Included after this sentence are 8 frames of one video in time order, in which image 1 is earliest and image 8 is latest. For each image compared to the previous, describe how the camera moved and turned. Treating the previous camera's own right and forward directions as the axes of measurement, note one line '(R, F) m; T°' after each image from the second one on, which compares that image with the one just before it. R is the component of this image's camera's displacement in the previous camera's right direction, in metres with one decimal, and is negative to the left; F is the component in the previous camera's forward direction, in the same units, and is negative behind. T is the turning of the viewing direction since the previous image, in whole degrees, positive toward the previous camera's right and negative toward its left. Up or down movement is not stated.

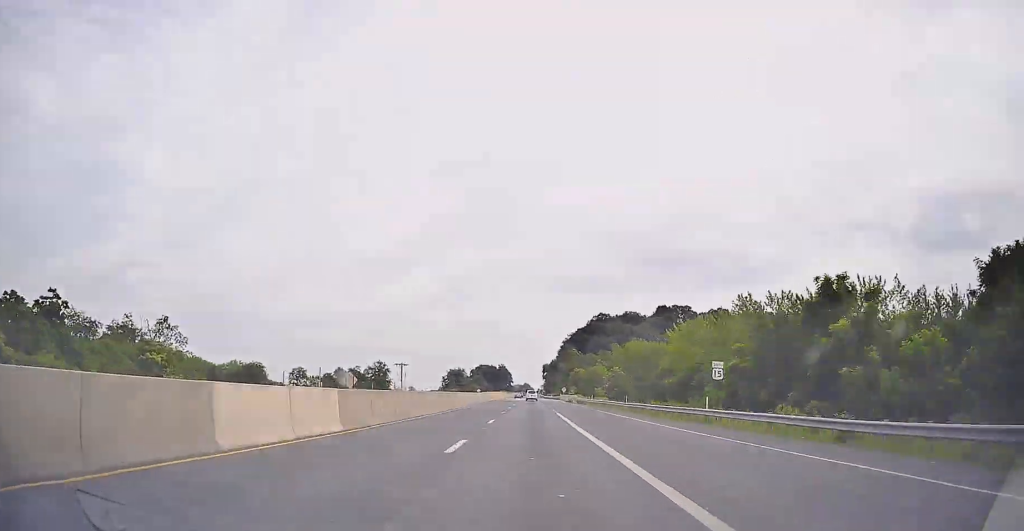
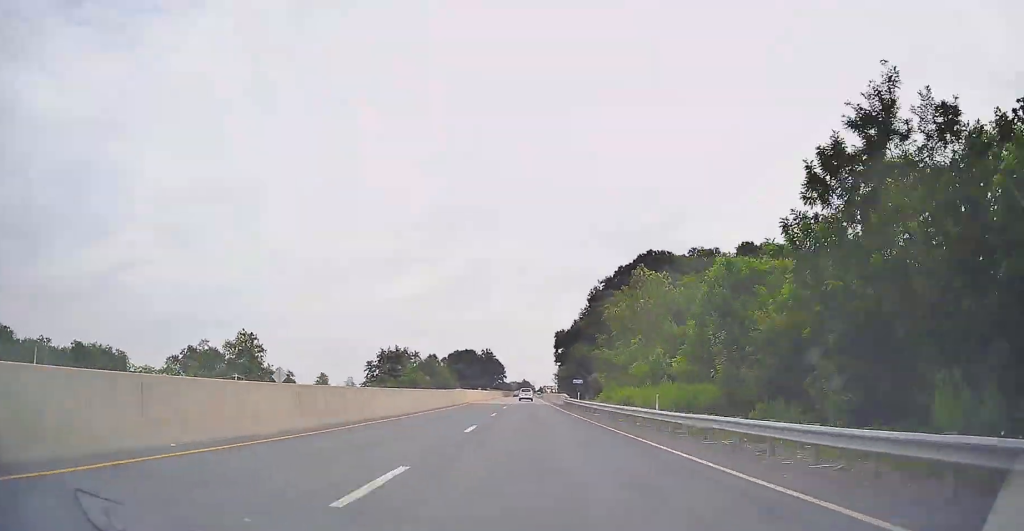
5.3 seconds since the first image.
(+1.1, +151.0) m; 0°
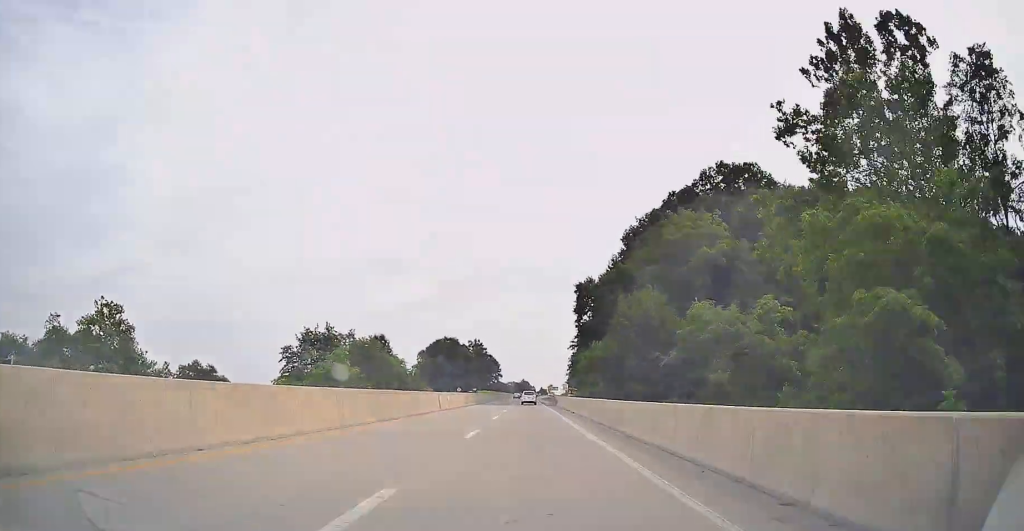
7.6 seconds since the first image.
(-0.3, +63.5) m; 0°
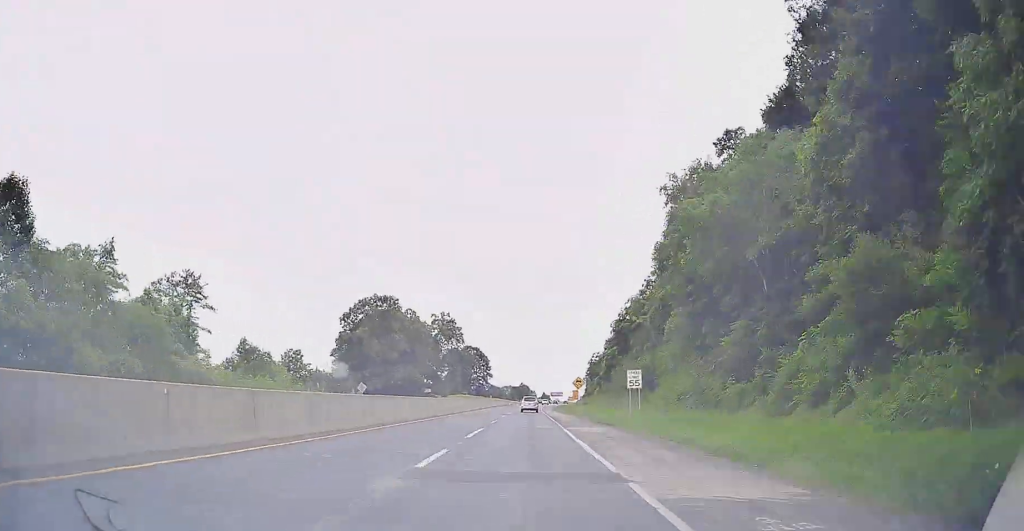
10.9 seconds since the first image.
(-0.2, +89.8) m; 0°
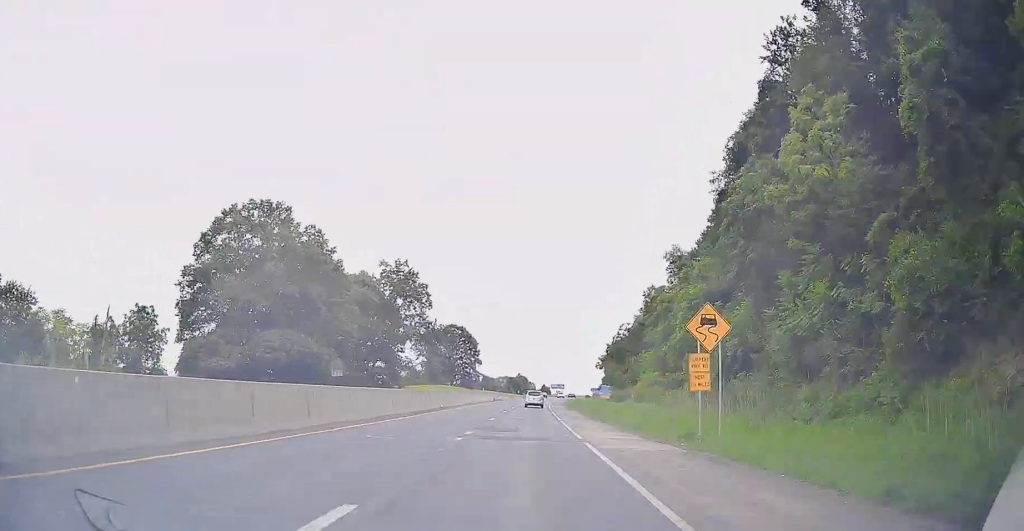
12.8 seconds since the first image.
(+0.3, +51.0) m; +1°
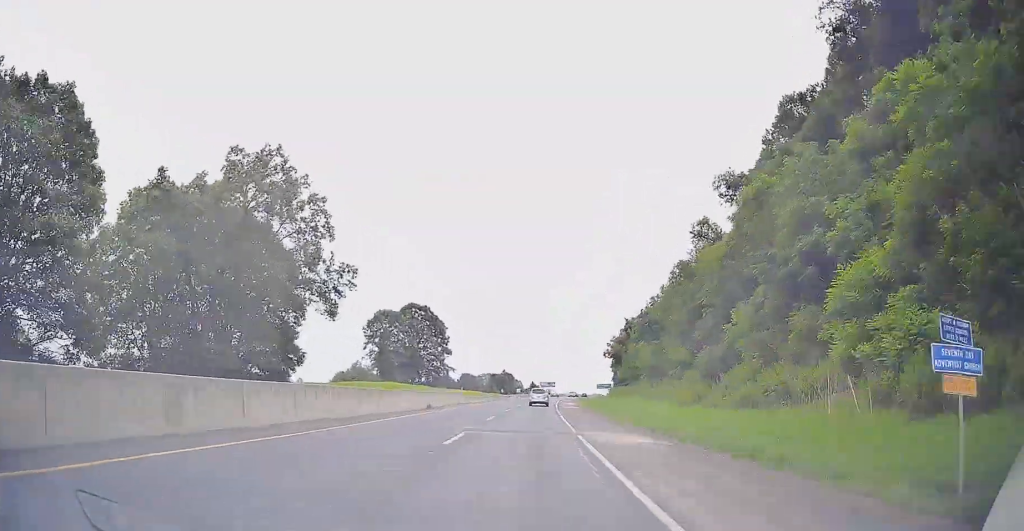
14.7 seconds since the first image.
(0.0, +50.6) m; +2°
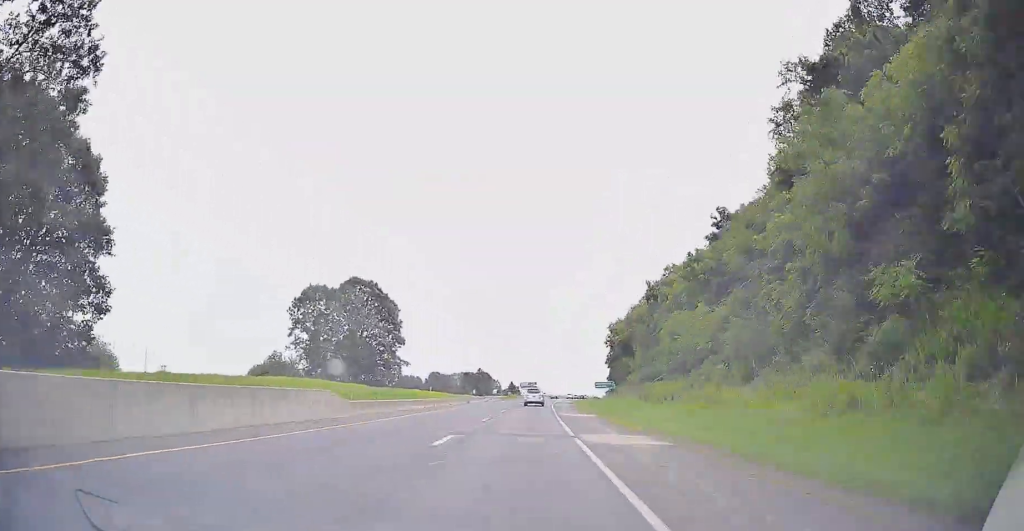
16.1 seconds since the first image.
(+1.0, +36.8) m; +2°
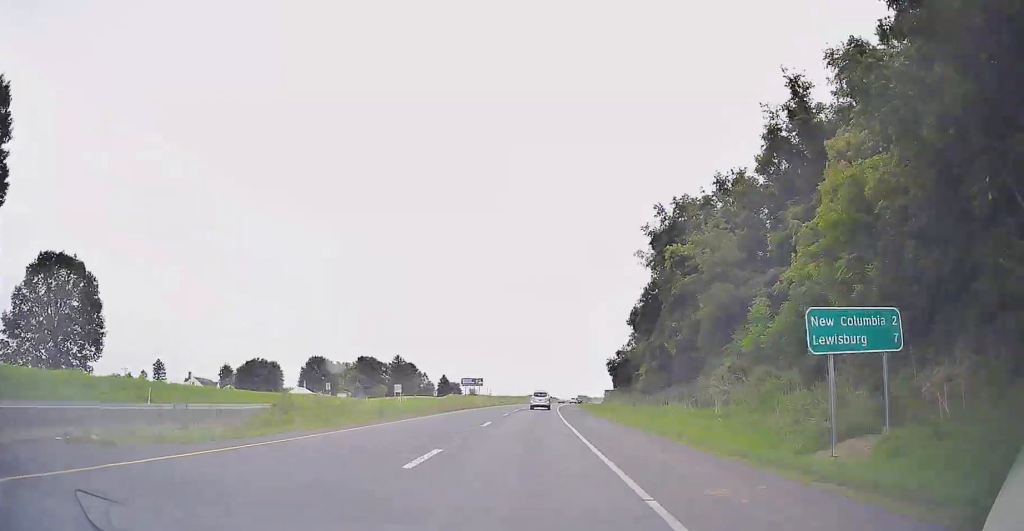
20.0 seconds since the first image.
(+4.4, +101.8) m; +5°
